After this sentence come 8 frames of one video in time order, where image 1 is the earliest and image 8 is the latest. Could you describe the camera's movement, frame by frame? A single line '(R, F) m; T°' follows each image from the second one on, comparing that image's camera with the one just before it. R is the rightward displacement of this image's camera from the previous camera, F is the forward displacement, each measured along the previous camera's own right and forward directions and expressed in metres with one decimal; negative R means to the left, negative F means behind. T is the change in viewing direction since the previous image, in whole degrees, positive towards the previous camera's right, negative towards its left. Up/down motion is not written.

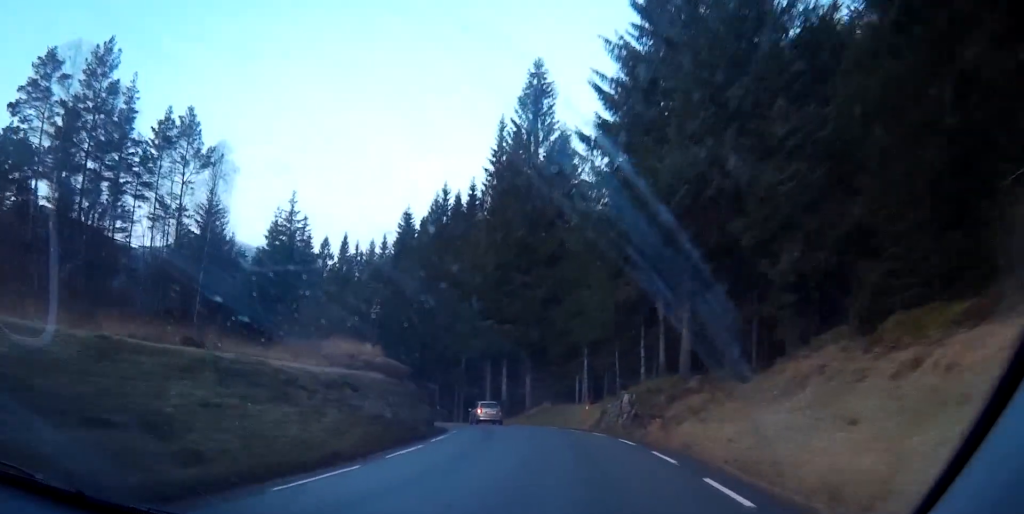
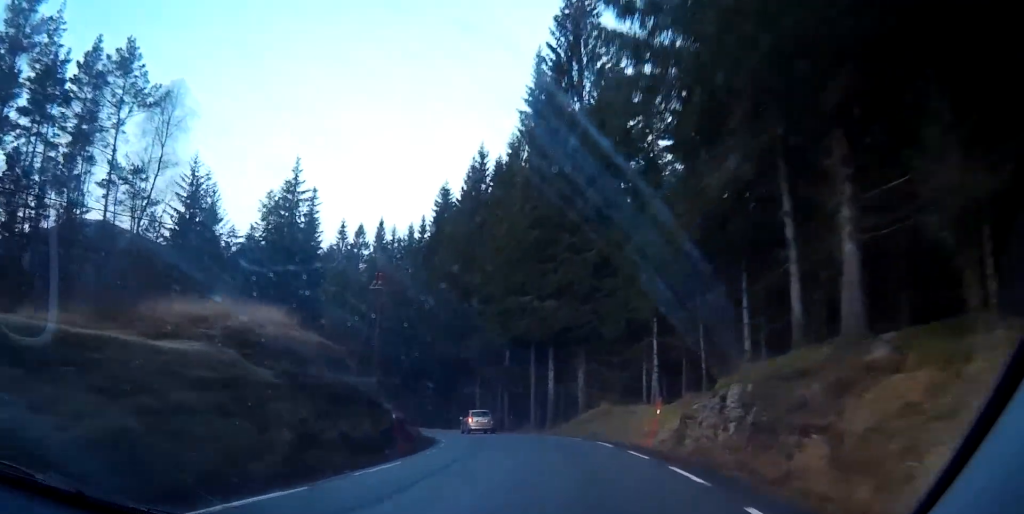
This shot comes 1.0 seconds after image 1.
(-0.8, +15.9) m; -6°
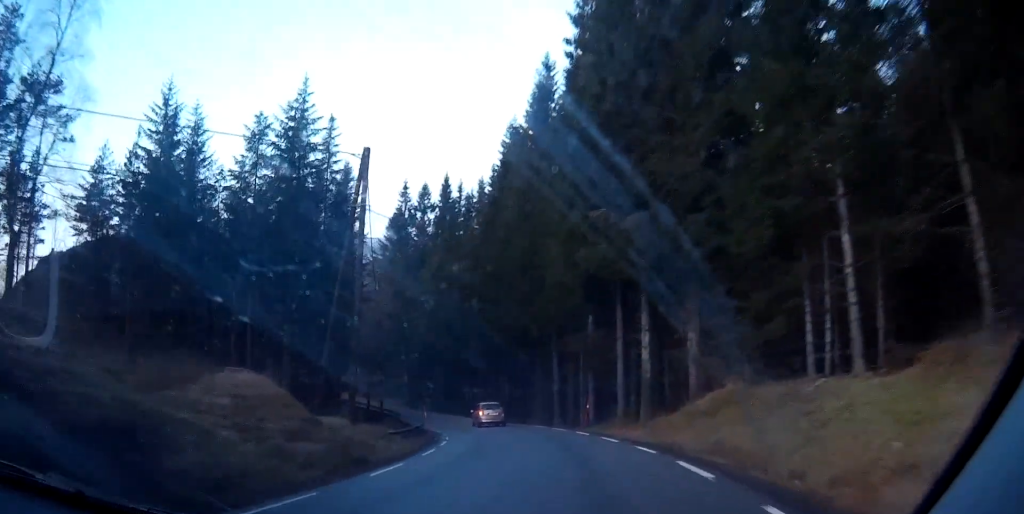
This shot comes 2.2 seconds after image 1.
(-1.6, +19.0) m; -8°
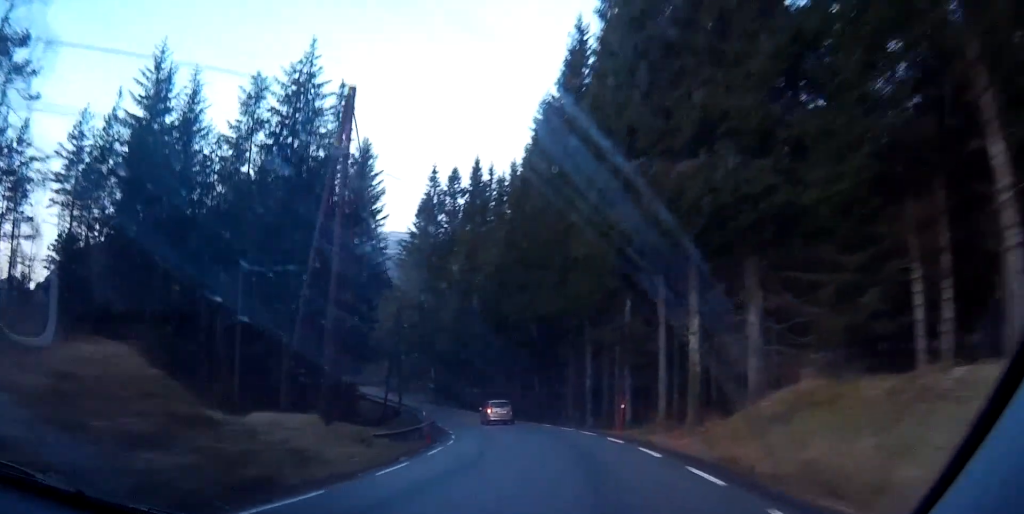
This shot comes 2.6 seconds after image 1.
(-0.3, +6.3) m; -2°
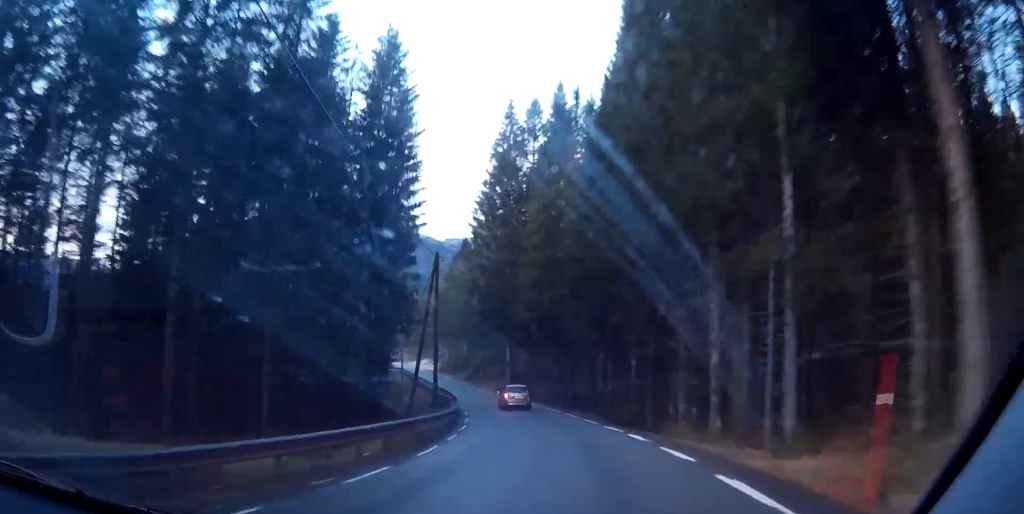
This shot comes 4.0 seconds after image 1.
(-1.0, +21.4) m; -9°
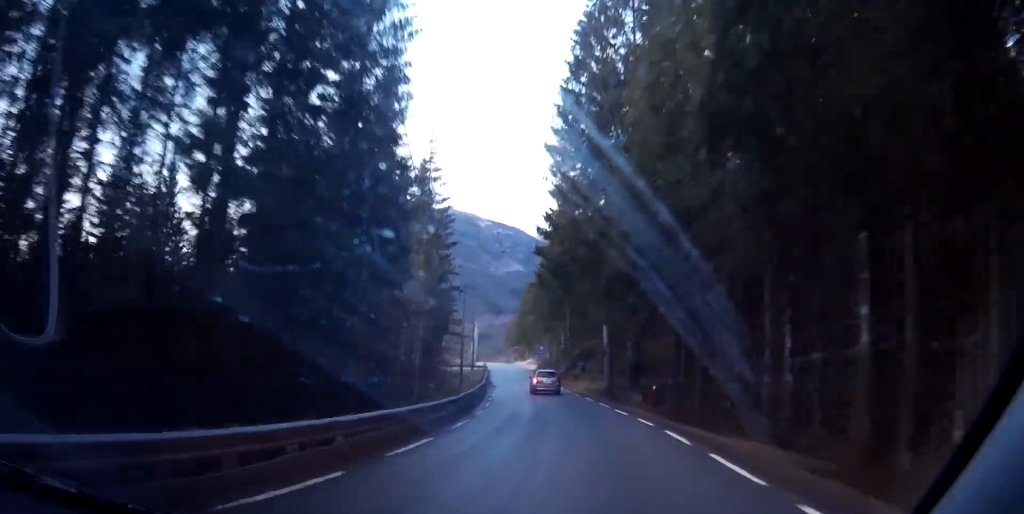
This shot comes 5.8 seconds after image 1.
(-3.0, +27.6) m; -13°
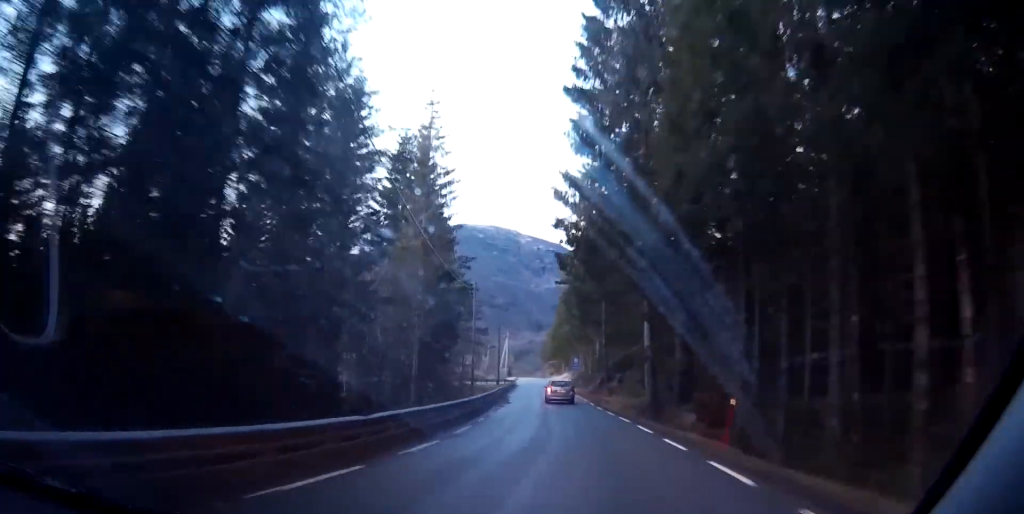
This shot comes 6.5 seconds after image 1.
(-1.2, +11.2) m; -4°
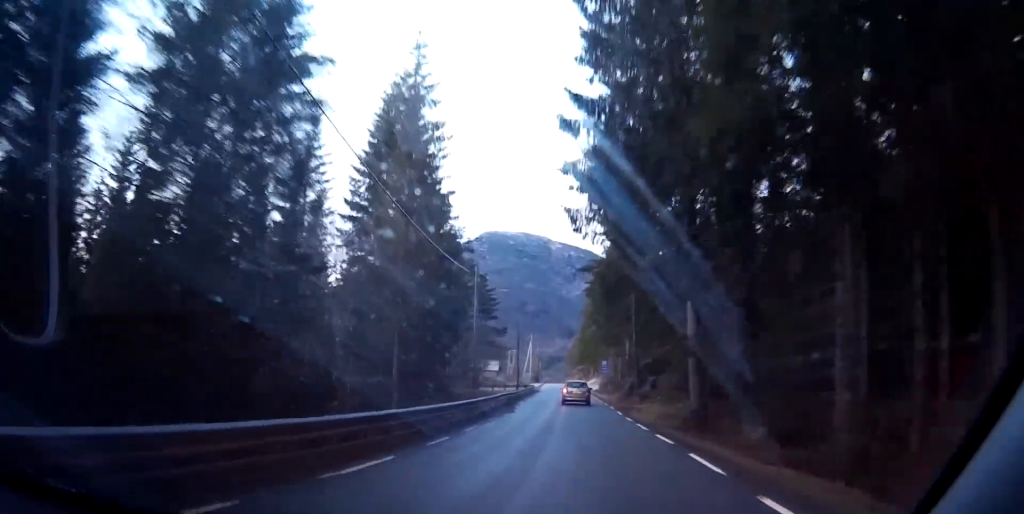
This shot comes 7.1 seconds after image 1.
(-0.2, +9.9) m; -1°
